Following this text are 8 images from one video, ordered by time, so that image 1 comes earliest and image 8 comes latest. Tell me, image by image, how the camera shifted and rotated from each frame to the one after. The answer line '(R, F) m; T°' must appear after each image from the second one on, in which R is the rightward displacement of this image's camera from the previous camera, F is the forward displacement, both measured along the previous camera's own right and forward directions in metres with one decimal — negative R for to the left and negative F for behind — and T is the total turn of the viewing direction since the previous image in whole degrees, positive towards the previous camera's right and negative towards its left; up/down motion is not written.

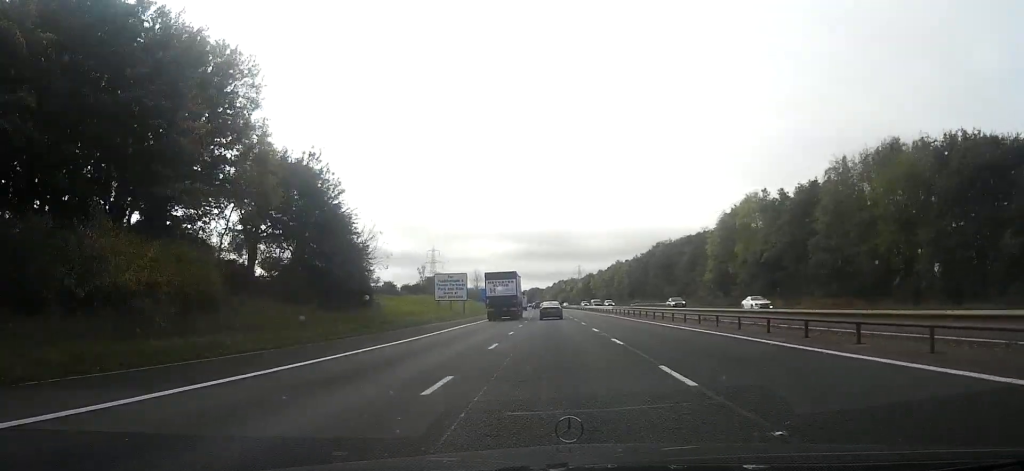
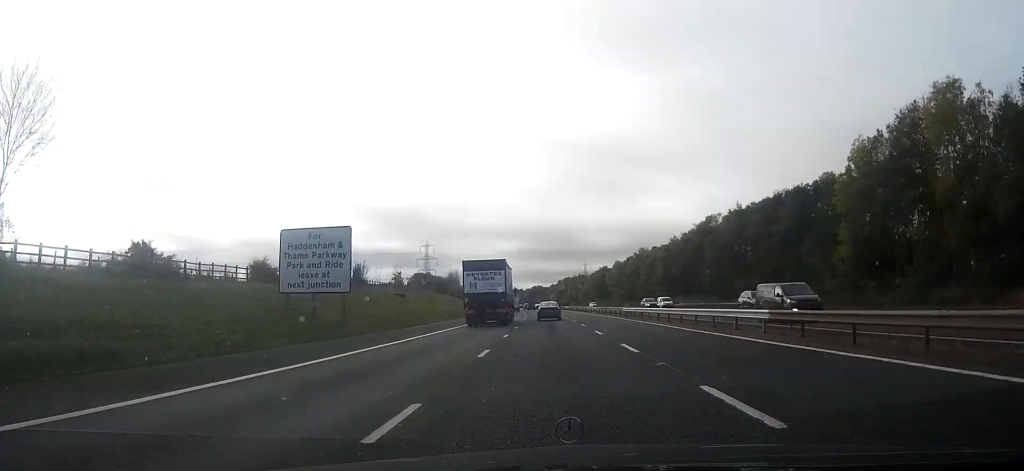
(-0.1, +47.7) m; 0°
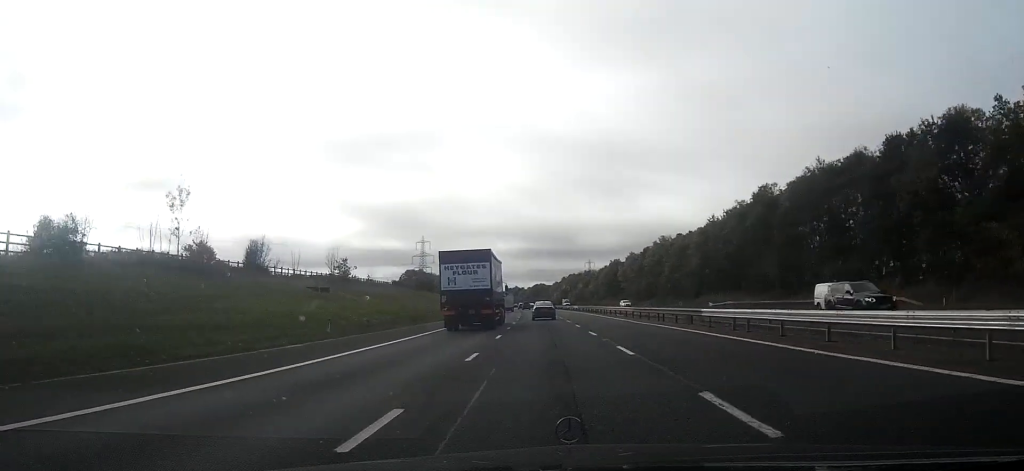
(-0.1, +28.2) m; 0°
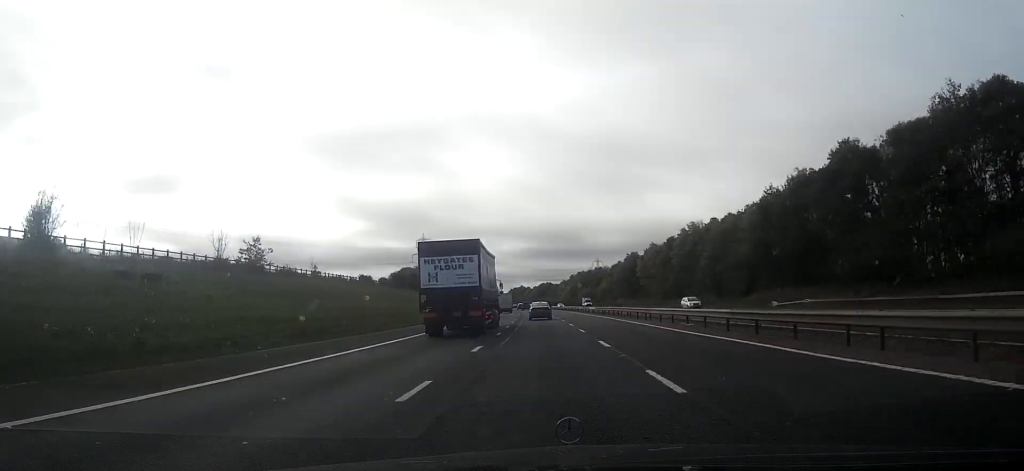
(0.0, +24.1) m; 0°
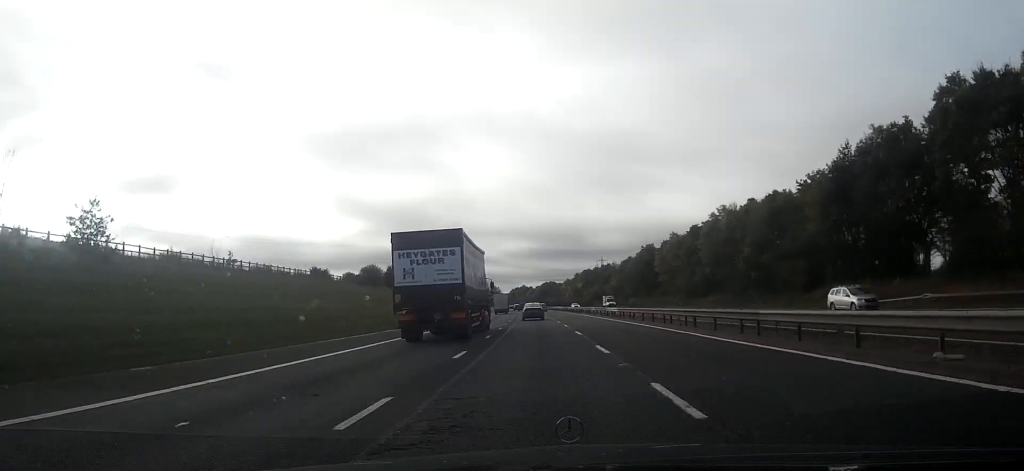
(-0.1, +20.2) m; -1°
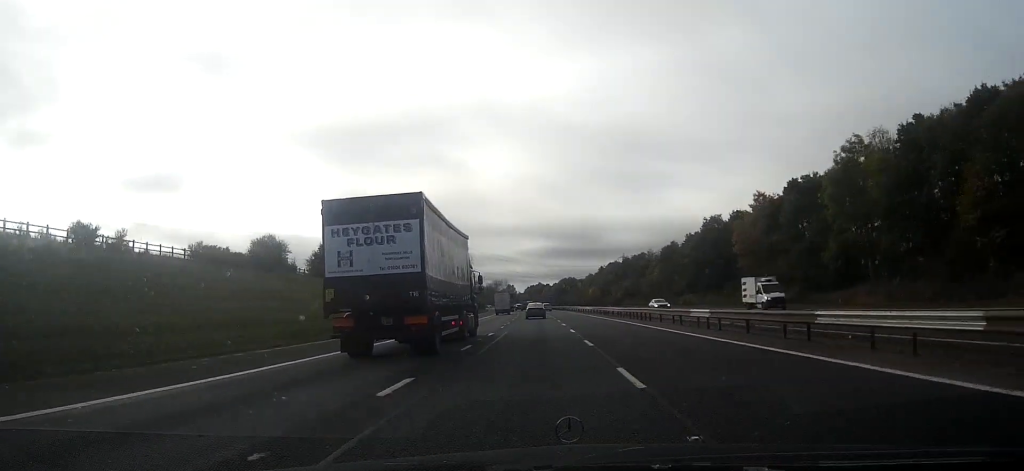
(-0.5, +42.7) m; -1°
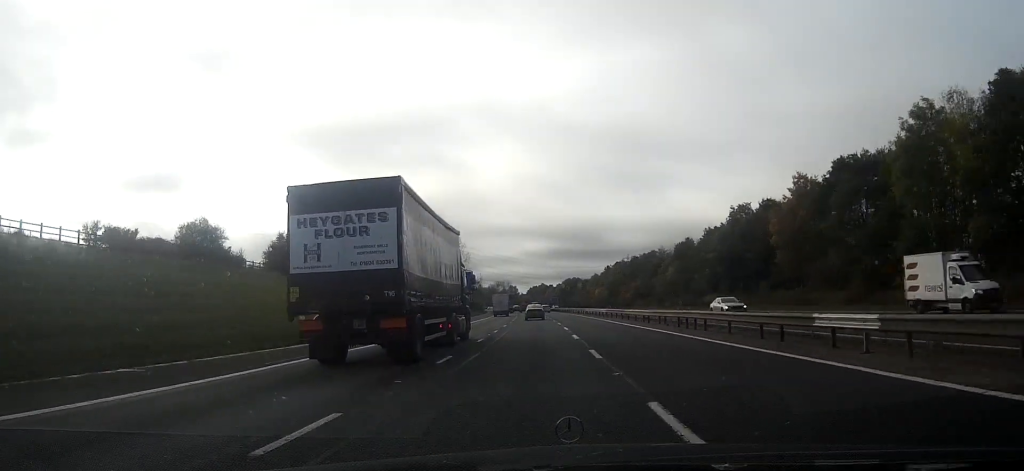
(-0.1, +12.8) m; 0°
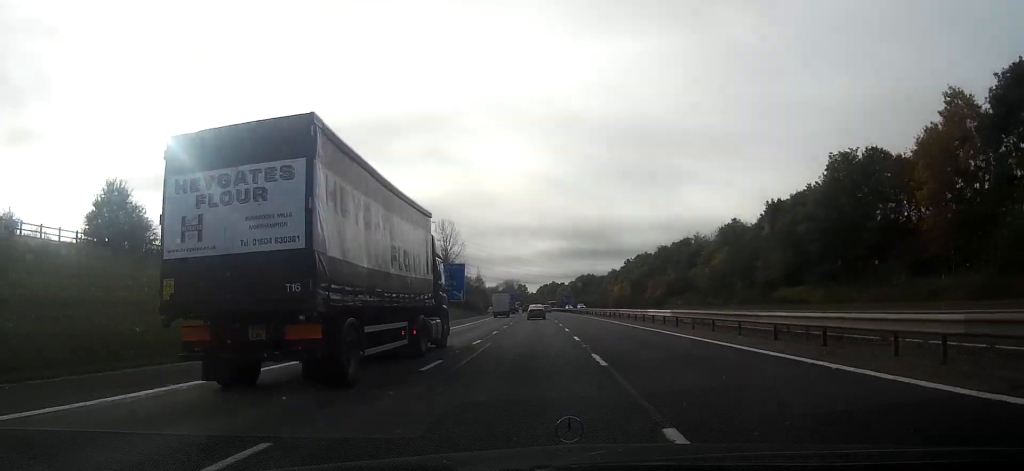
(-0.2, +28.5) m; -1°
